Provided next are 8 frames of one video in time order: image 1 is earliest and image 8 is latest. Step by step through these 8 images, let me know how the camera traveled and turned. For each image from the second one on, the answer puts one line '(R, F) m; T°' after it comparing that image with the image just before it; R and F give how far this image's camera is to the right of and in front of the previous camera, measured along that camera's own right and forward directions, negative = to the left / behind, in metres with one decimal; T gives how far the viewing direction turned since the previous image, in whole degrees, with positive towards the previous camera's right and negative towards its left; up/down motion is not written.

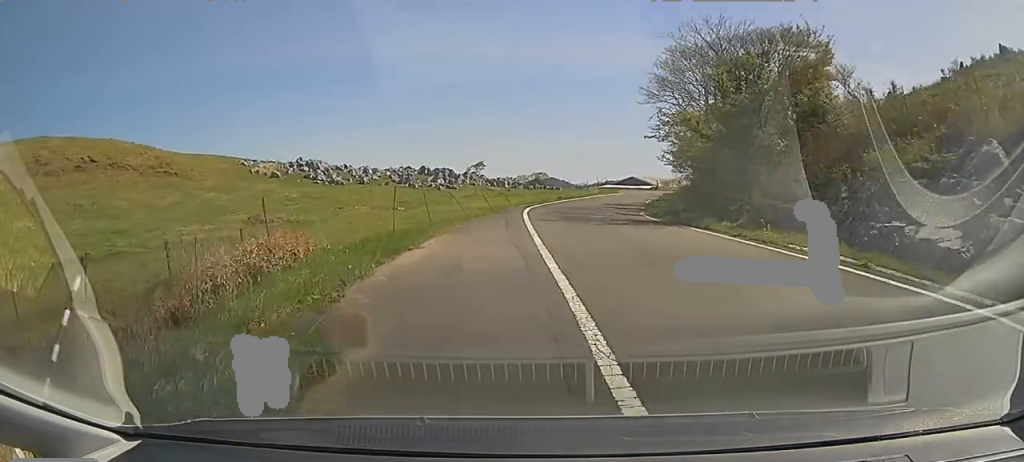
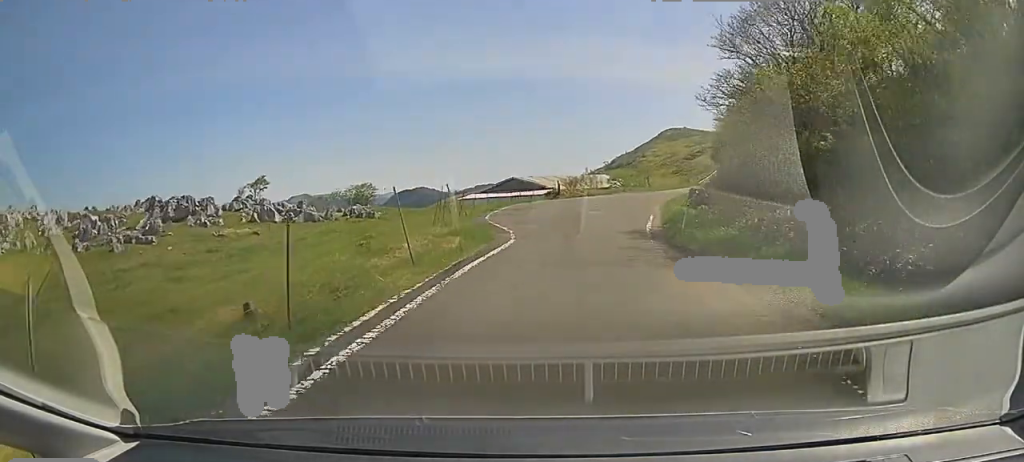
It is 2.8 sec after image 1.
(+1.0, +35.9) m; +10°
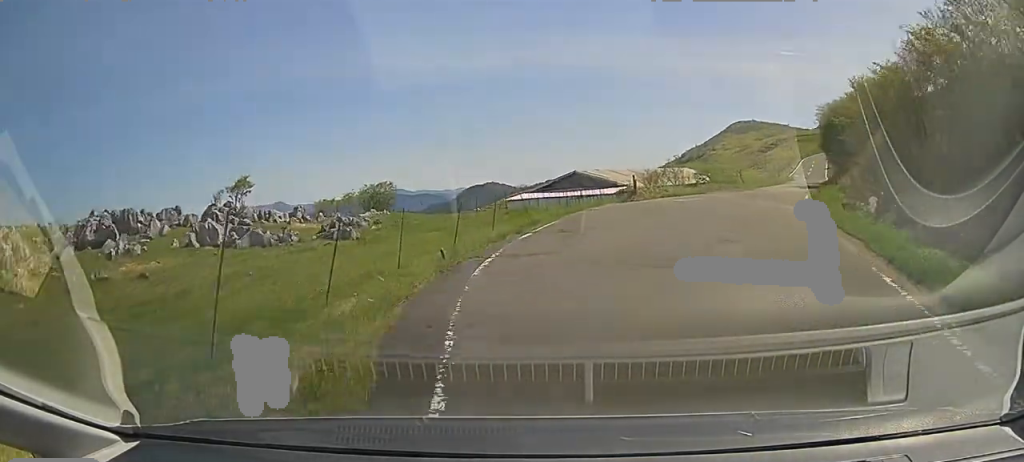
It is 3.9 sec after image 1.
(0.0, +13.4) m; 0°
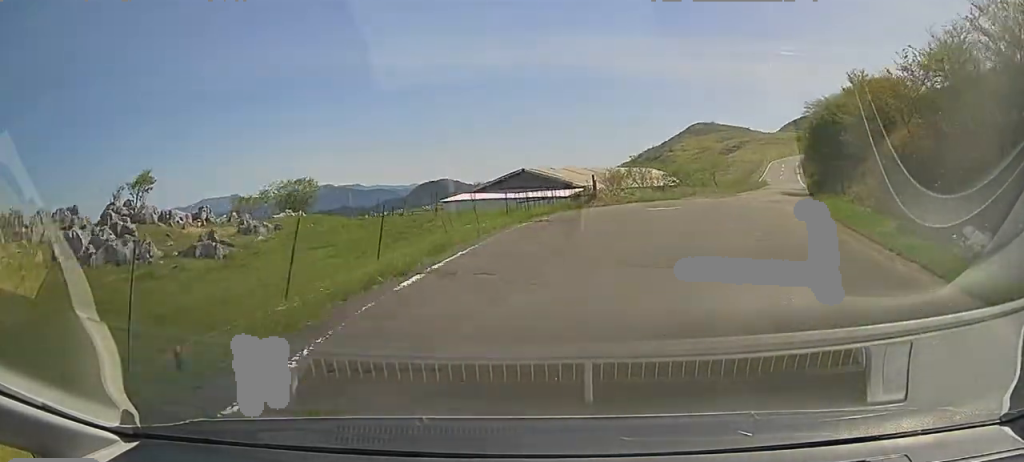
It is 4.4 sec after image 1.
(0.0, +6.7) m; +3°
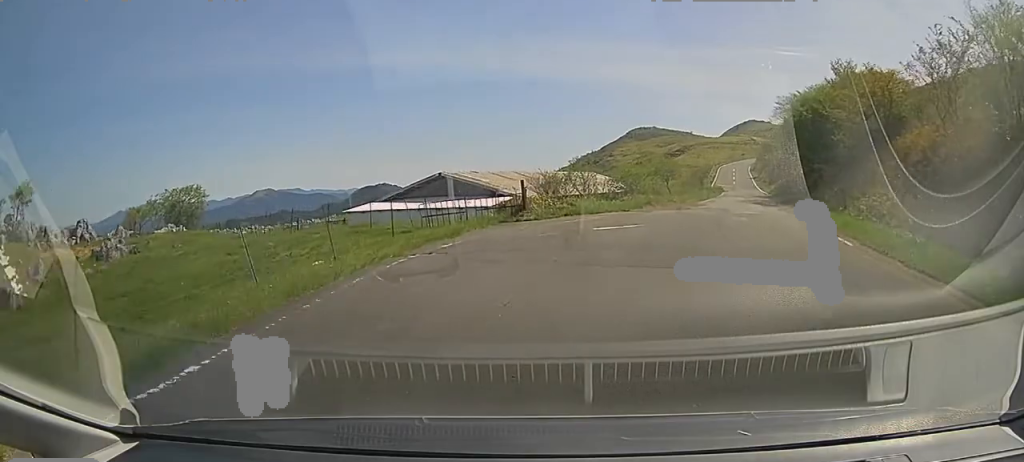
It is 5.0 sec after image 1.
(-0.3, +6.7) m; +3°
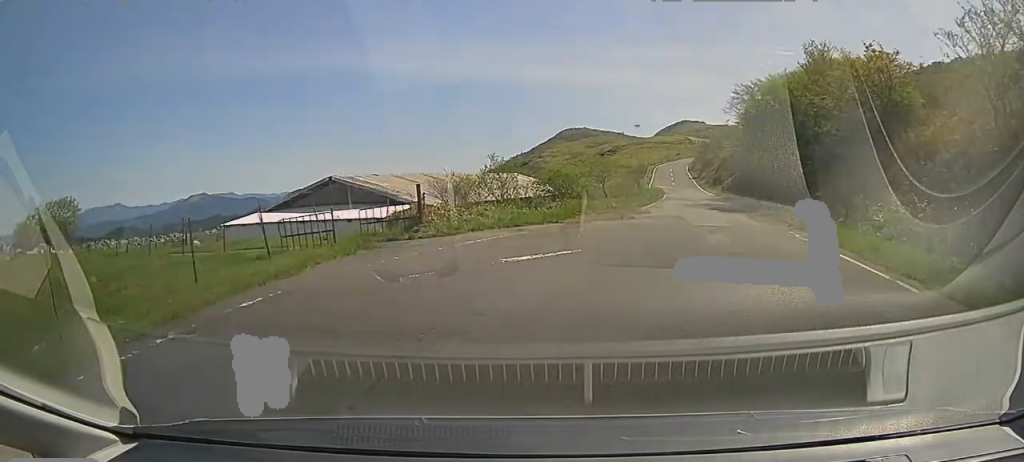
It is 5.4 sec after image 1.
(+0.6, +5.7) m; +6°
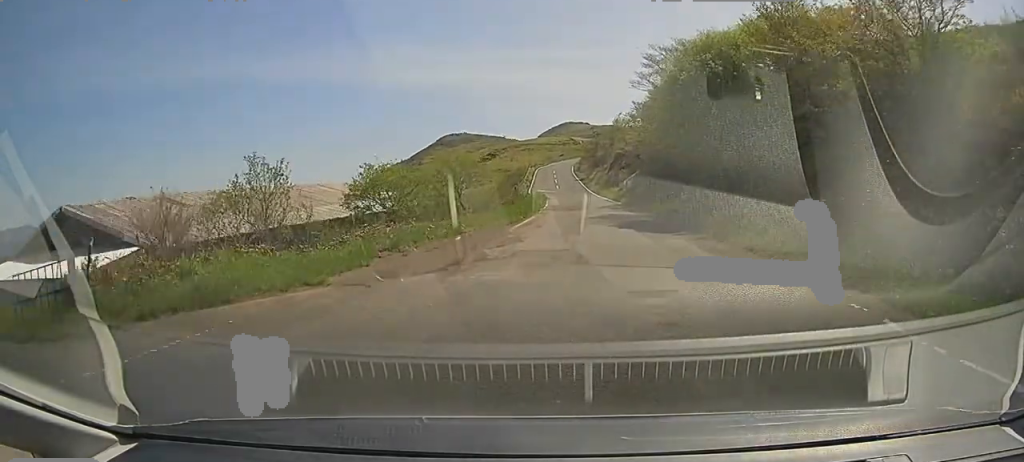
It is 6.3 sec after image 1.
(+0.9, +10.3) m; +7°
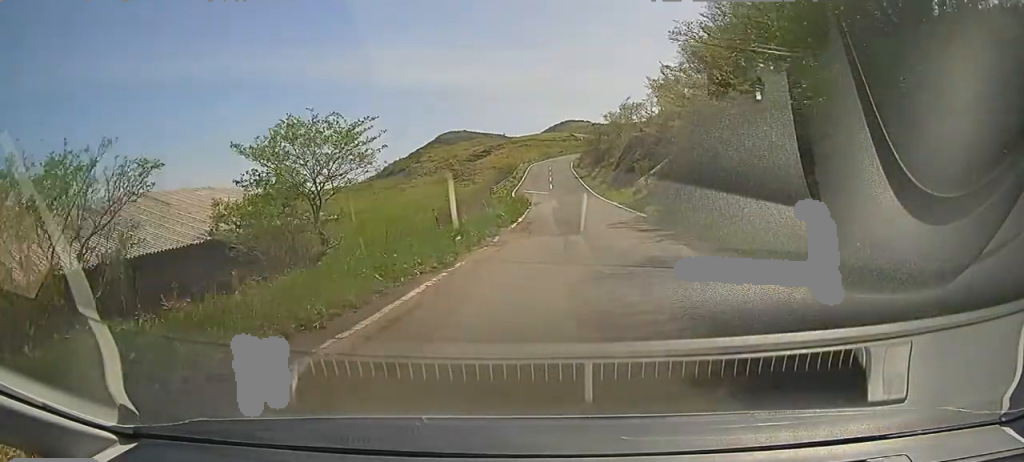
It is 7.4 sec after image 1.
(+0.7, +14.5) m; +2°
